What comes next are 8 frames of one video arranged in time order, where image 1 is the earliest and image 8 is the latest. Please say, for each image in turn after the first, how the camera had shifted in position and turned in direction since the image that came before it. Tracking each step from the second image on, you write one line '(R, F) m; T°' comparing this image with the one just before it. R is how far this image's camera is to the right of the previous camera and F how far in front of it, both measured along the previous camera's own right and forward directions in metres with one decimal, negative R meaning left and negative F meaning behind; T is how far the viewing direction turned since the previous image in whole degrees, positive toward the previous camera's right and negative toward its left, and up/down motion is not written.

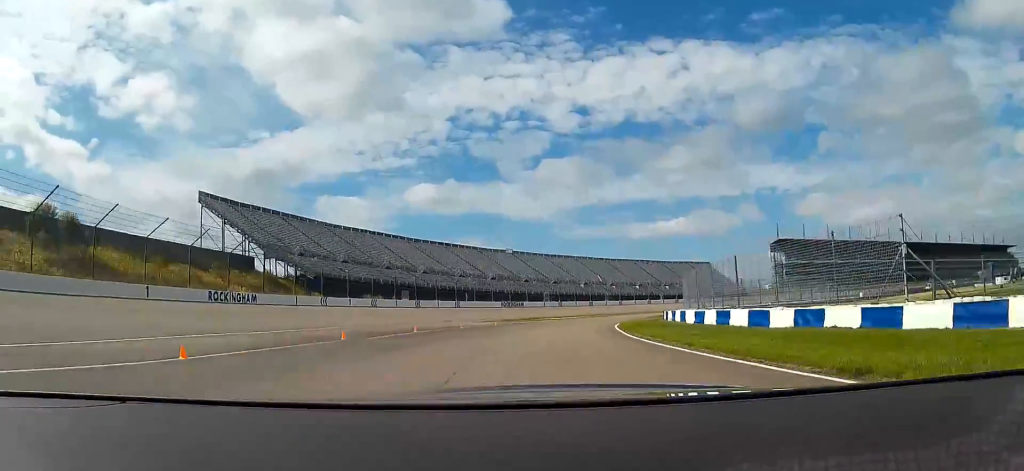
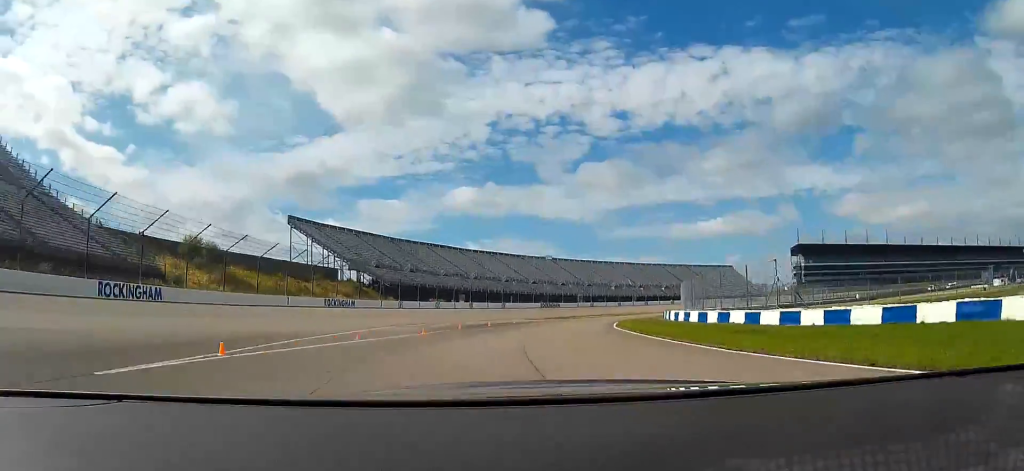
(-0.4, +22.8) m; -3°
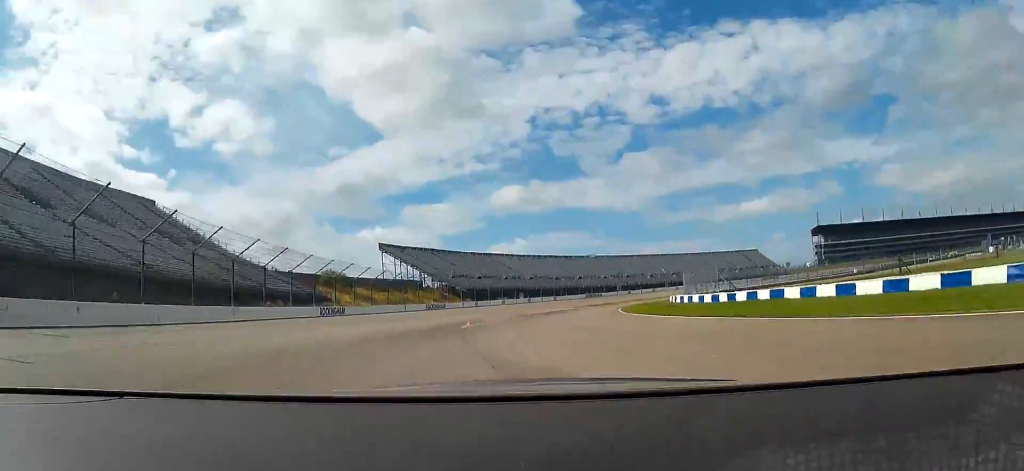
(-1.4, +33.1) m; -4°
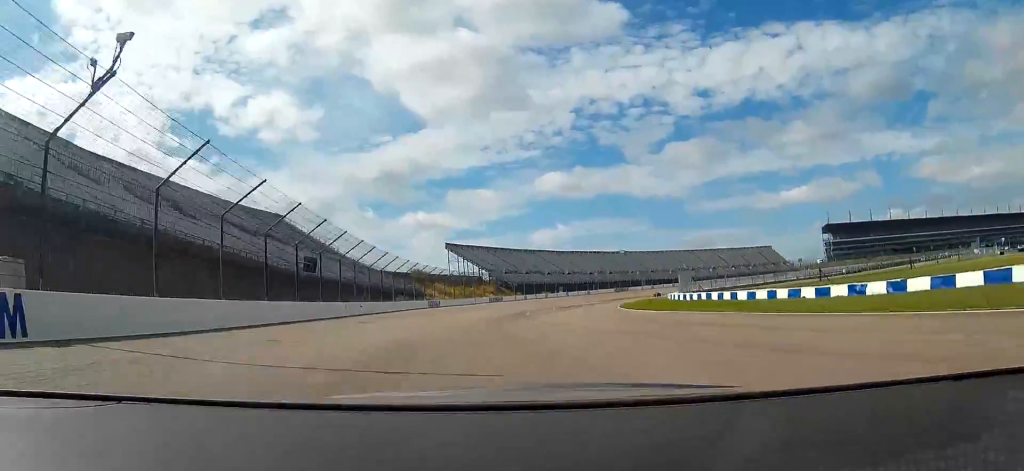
(-1.7, +39.1) m; -5°
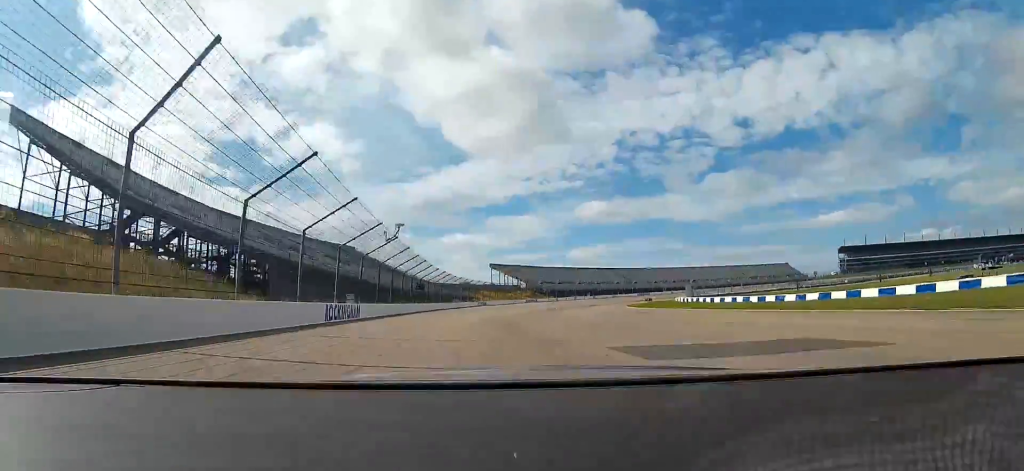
(-0.6, +26.8) m; -3°
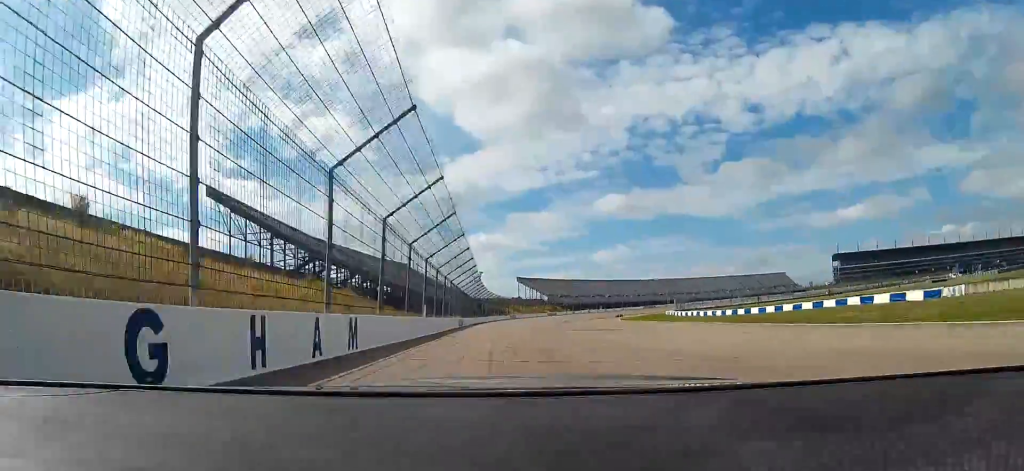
(-1.9, +41.2) m; -4°
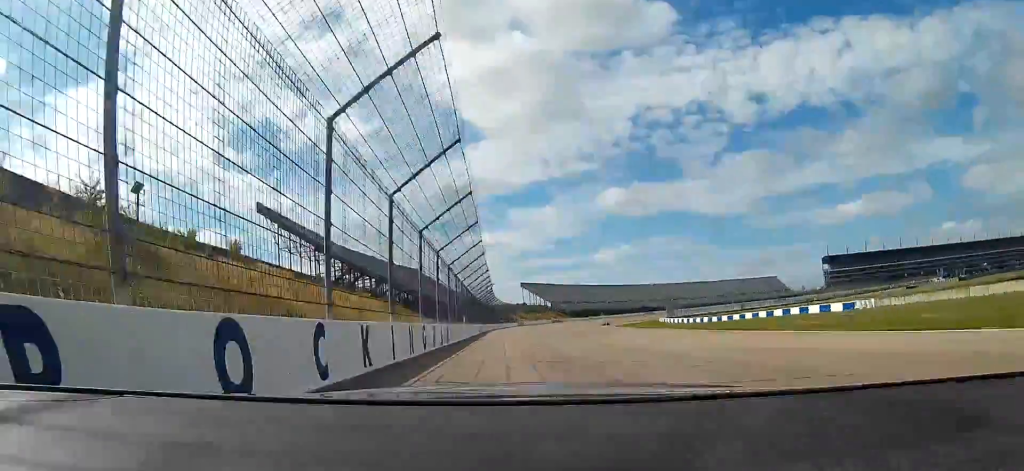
(-0.3, +19.2) m; -1°
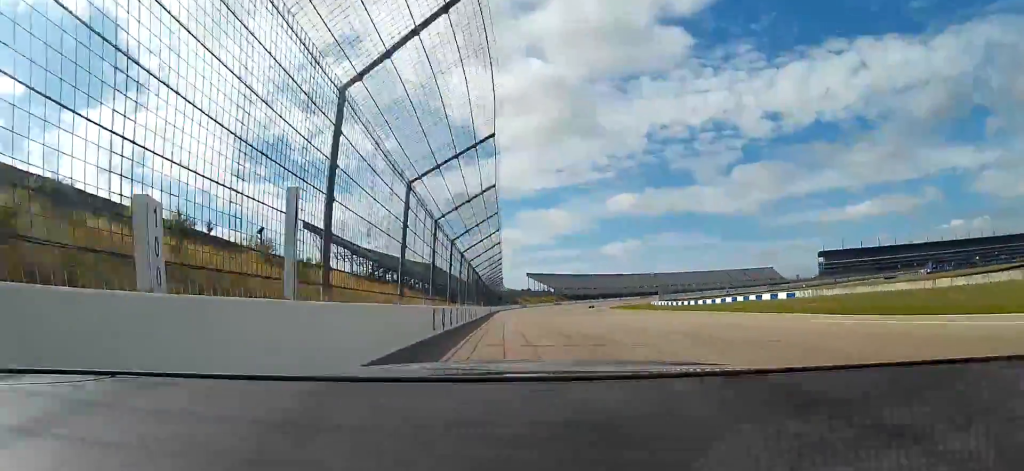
(-0.2, +20.1) m; -1°
